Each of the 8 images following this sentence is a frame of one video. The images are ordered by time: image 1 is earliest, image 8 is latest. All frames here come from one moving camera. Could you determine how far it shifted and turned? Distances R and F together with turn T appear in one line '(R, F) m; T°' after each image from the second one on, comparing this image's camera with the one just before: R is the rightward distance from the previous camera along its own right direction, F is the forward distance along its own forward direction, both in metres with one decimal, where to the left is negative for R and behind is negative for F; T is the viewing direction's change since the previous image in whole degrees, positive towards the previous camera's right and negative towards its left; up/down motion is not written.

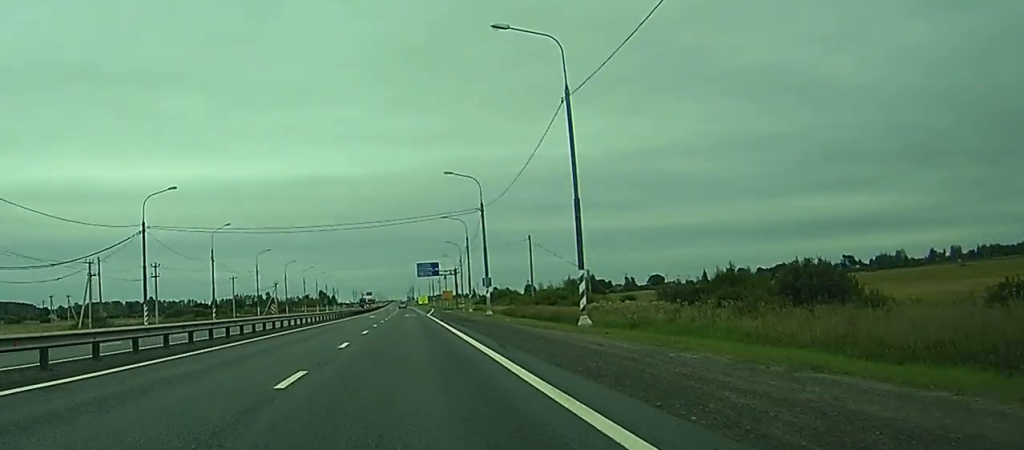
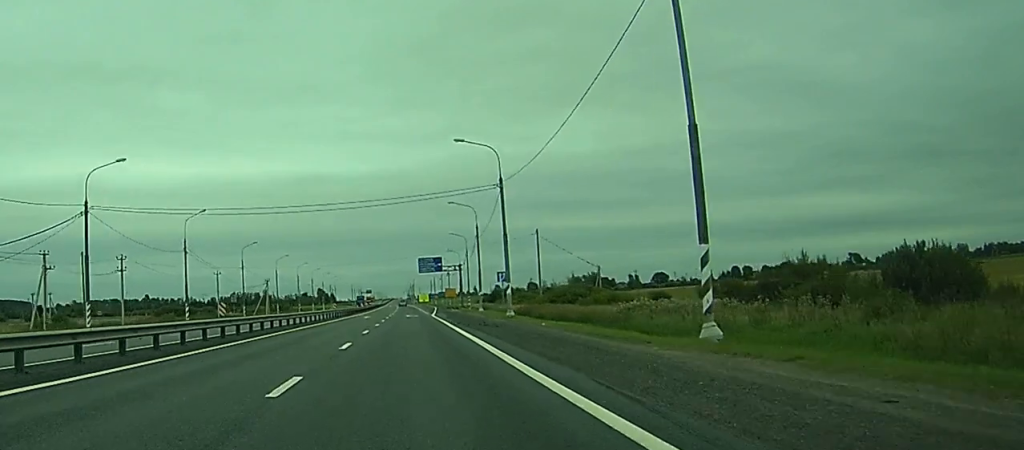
(0.0, +13.3) m; 0°
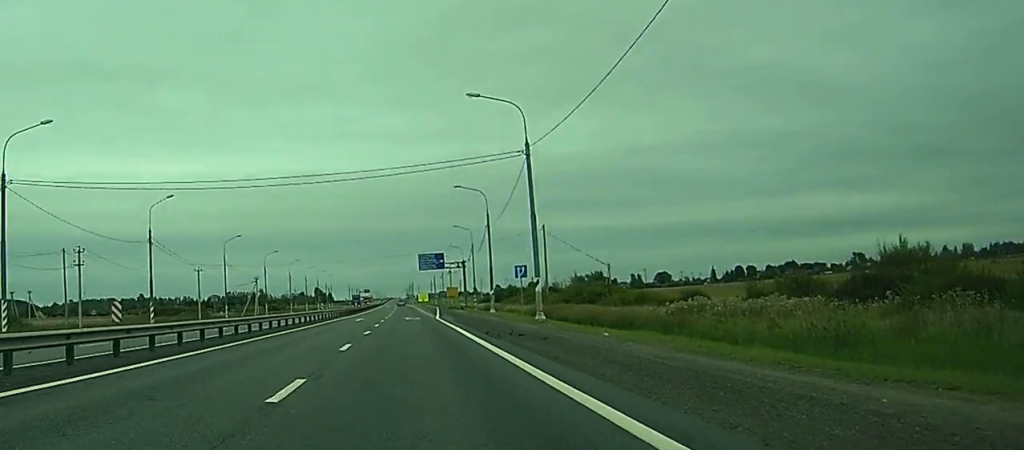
(+0.1, +12.5) m; 0°
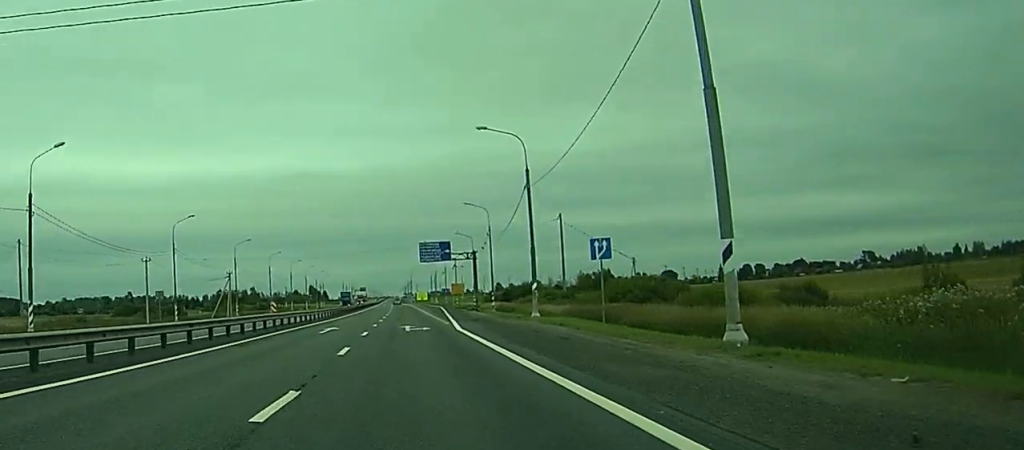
(0.0, +25.8) m; 0°
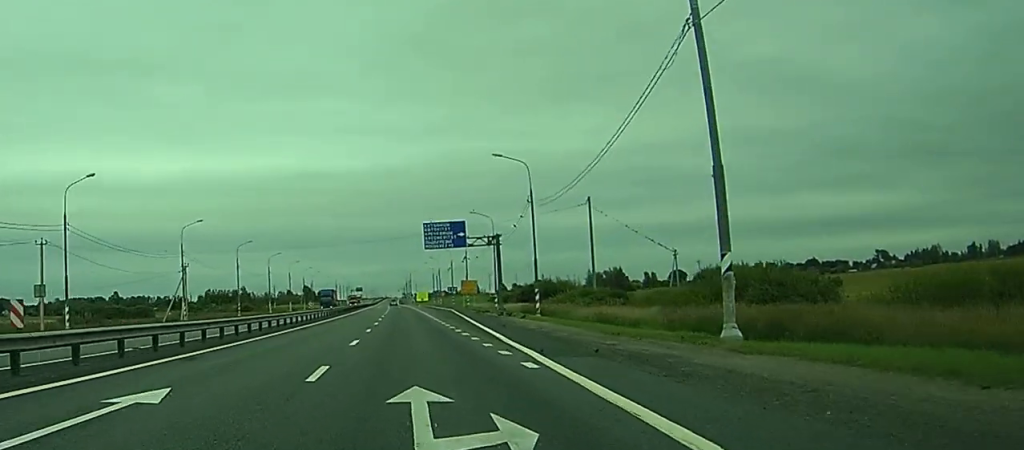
(-0.1, +30.8) m; 0°
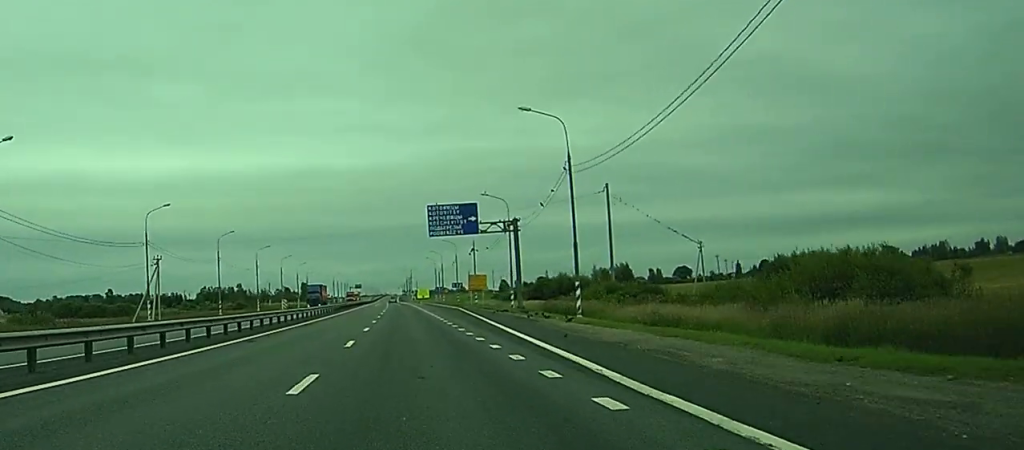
(0.0, +14.2) m; 0°
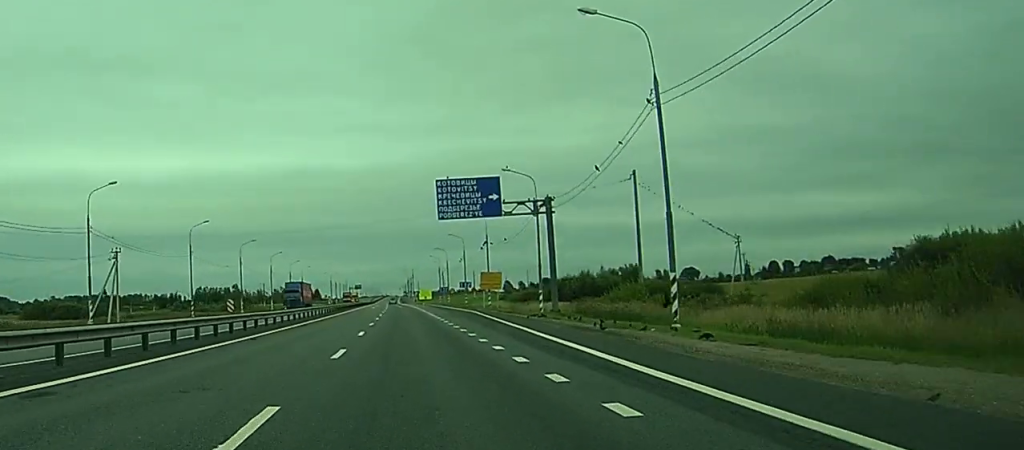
(0.0, +16.7) m; 0°
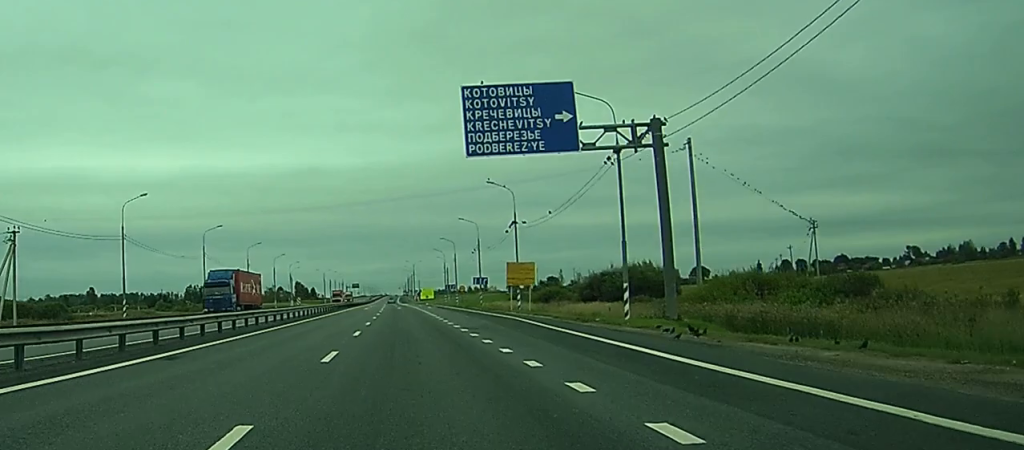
(0.0, +25.8) m; 0°
